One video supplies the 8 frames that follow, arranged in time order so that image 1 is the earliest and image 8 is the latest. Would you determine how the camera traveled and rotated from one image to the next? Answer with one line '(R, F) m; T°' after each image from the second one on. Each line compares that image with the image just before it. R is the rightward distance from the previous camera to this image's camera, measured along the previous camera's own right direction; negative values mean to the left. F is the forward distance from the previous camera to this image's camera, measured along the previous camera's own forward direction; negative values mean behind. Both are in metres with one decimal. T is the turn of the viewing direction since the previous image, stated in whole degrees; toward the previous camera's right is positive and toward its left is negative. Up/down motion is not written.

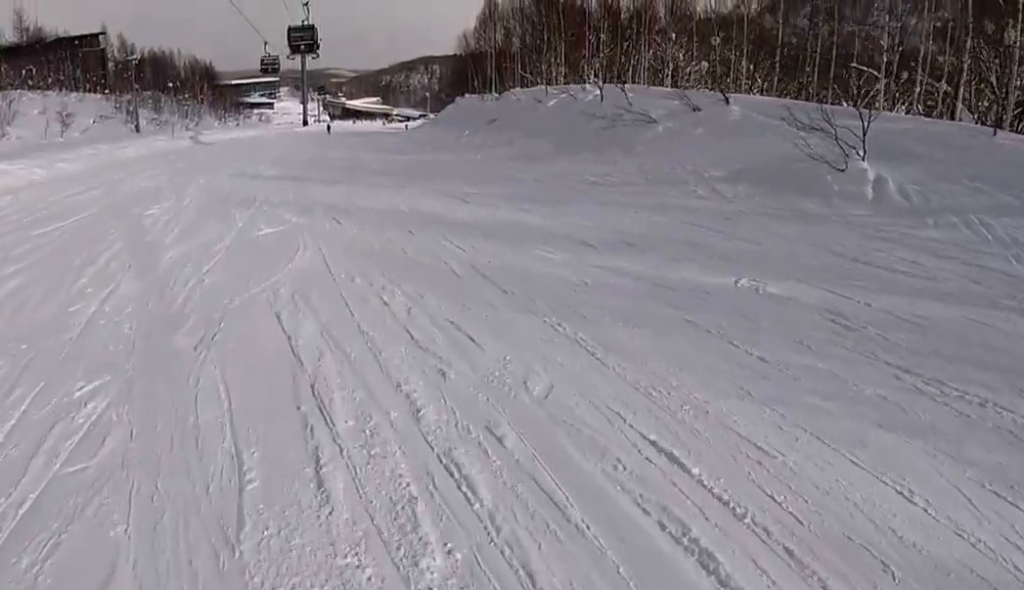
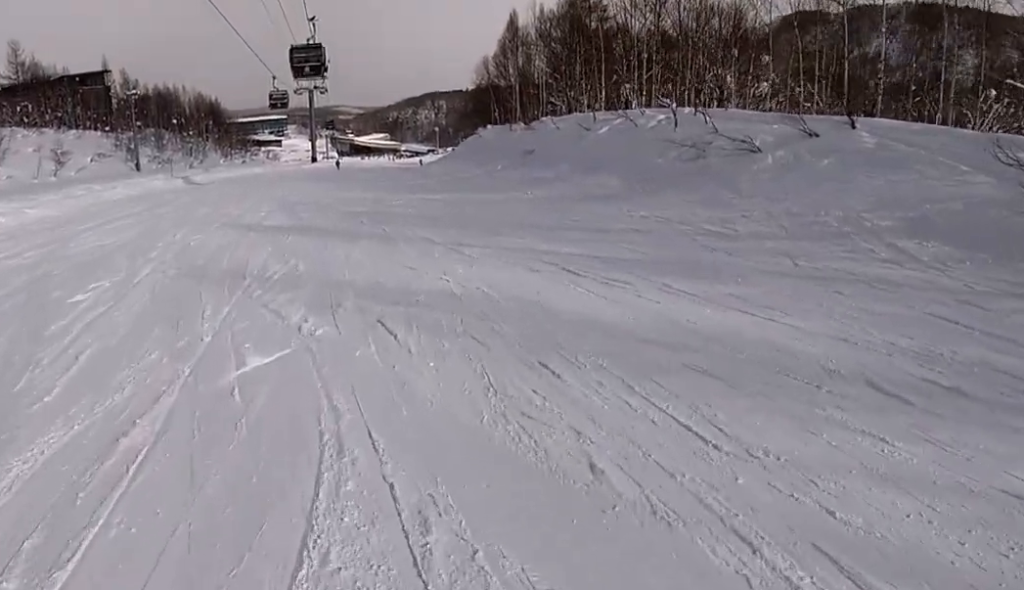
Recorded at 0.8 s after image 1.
(+0.6, +5.7) m; +4°
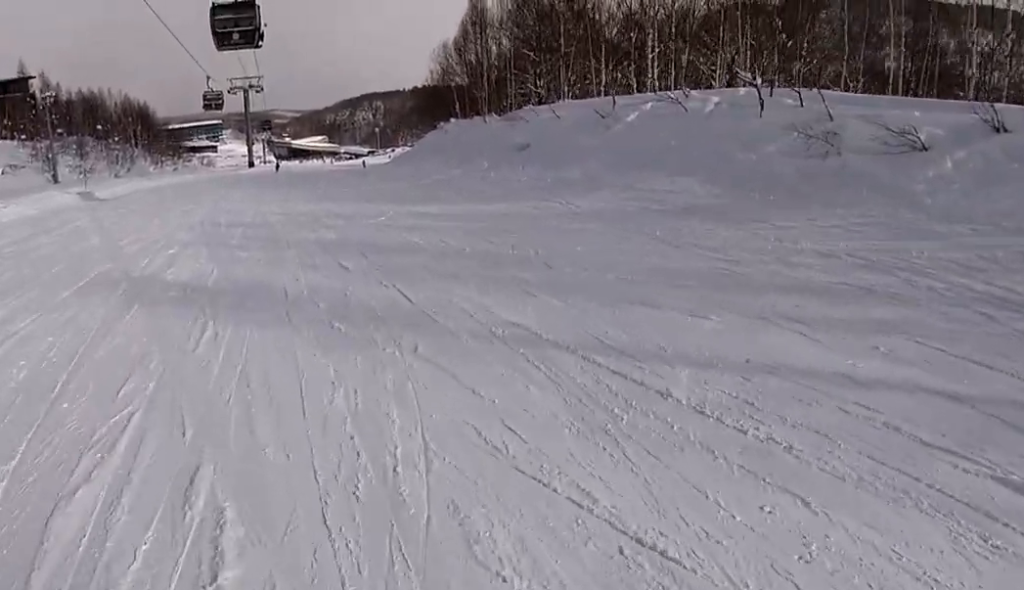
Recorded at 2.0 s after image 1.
(-0.2, +8.1) m; 0°
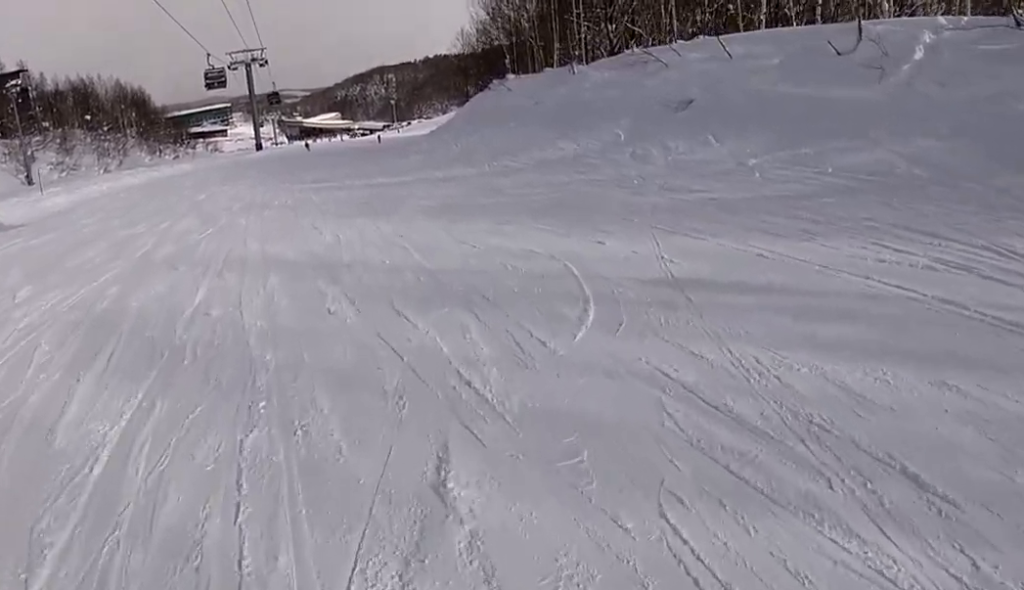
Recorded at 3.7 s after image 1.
(+0.5, +12.4) m; +1°
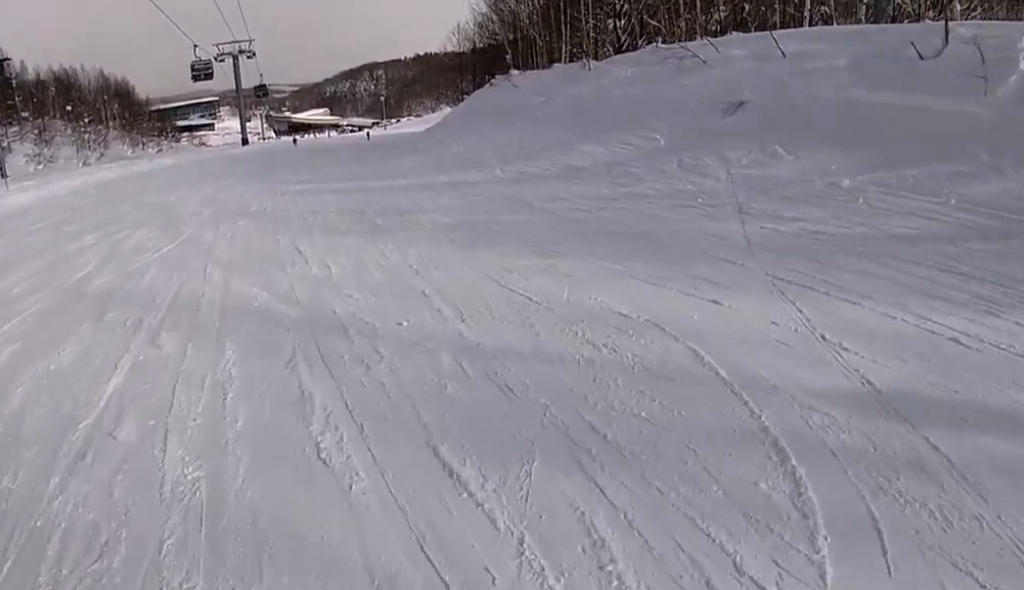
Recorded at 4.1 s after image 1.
(-0.6, +3.1) m; +1°
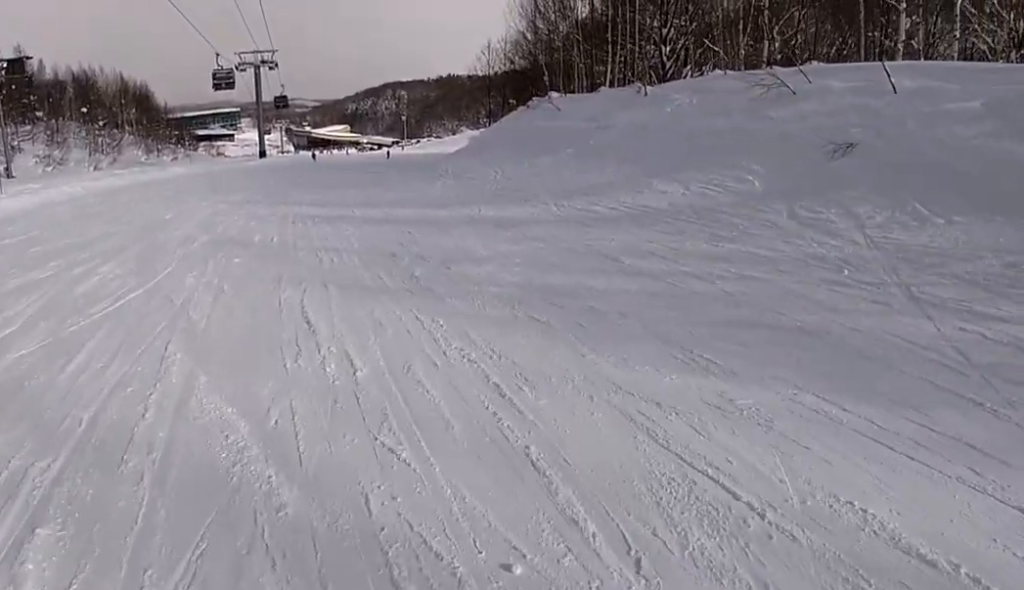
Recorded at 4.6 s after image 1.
(+0.1, +3.3) m; 0°
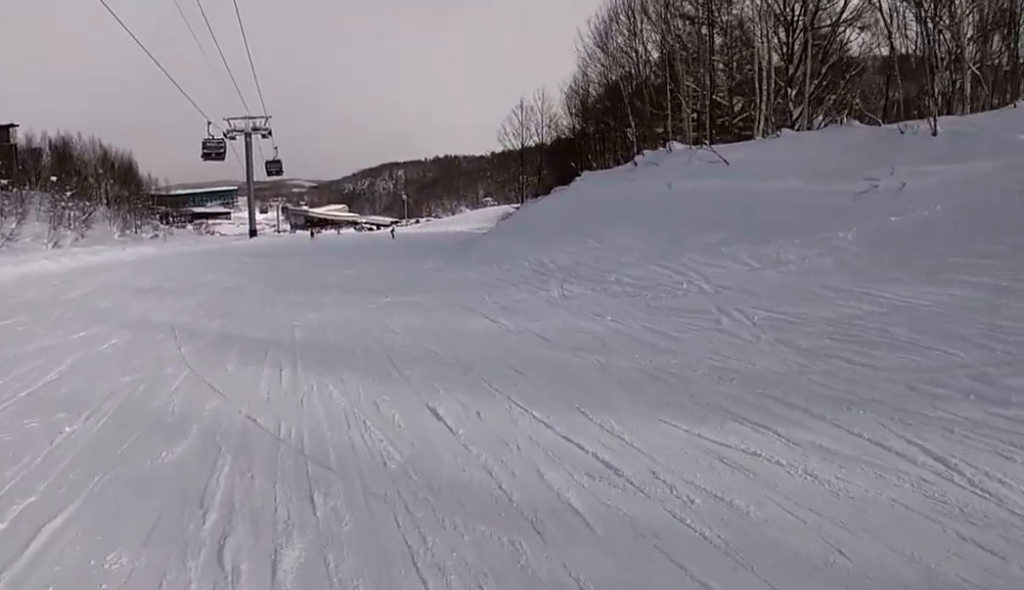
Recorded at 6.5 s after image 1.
(-0.1, +14.1) m; 0°
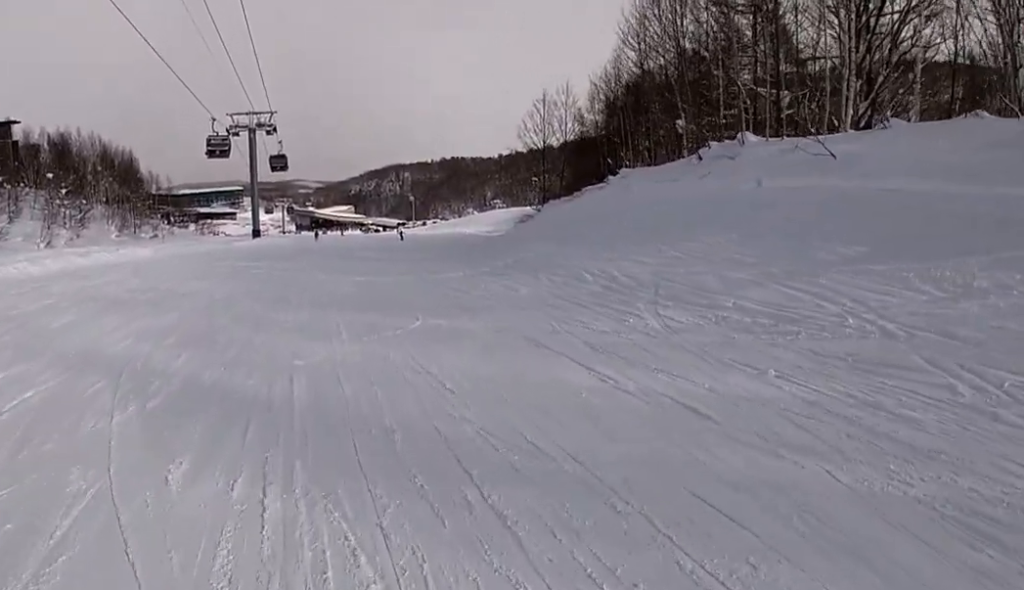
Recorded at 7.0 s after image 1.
(+0.6, +3.9) m; +5°
